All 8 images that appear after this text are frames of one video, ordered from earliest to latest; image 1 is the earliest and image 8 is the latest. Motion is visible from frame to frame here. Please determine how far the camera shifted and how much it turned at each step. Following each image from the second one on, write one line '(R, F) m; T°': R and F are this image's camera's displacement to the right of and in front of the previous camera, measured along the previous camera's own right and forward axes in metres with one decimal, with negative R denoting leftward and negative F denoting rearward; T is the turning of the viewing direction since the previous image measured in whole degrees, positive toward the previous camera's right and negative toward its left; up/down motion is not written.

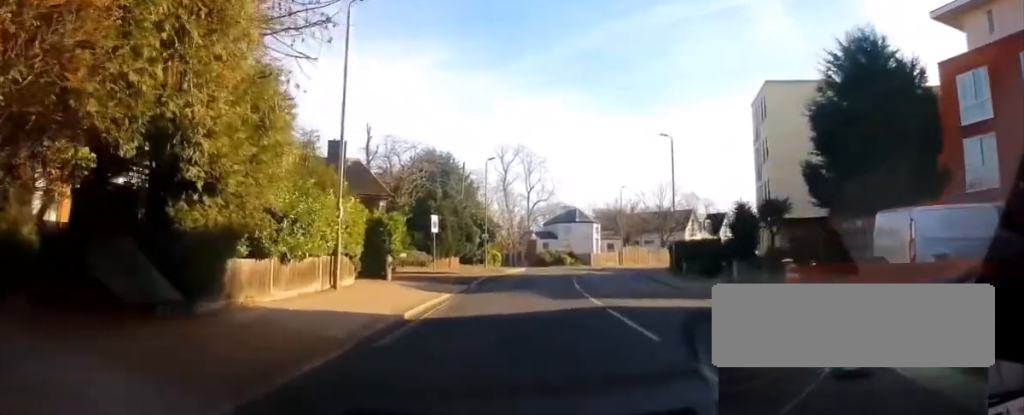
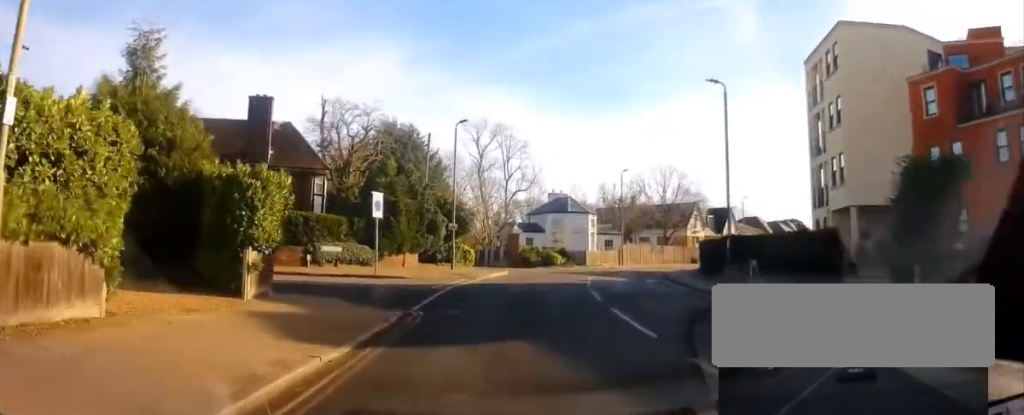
(+0.5, +11.6) m; +3°
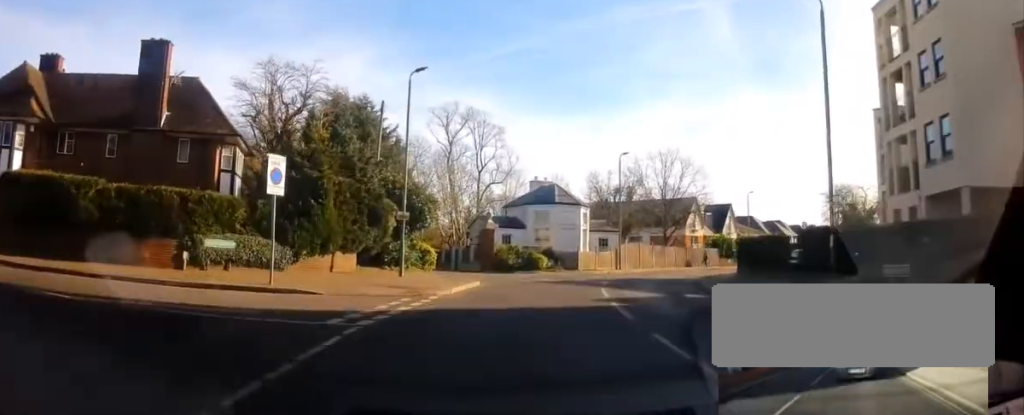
(+0.1, +9.7) m; +3°
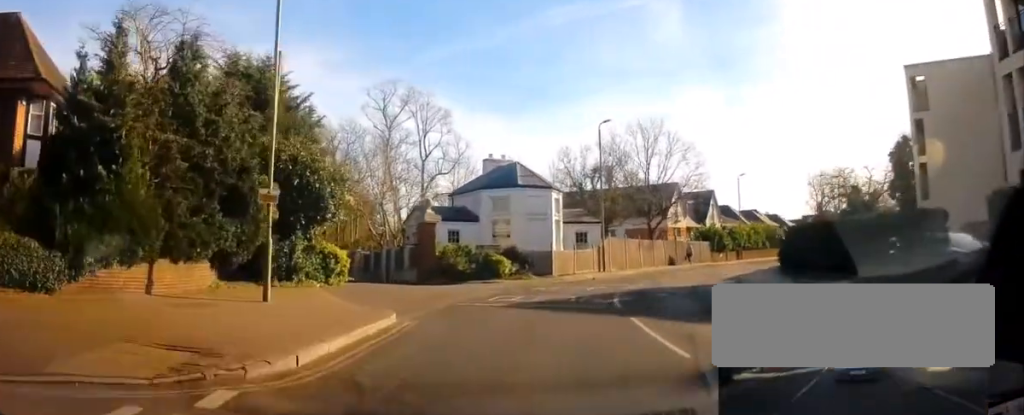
(+0.4, +10.2) m; +4°
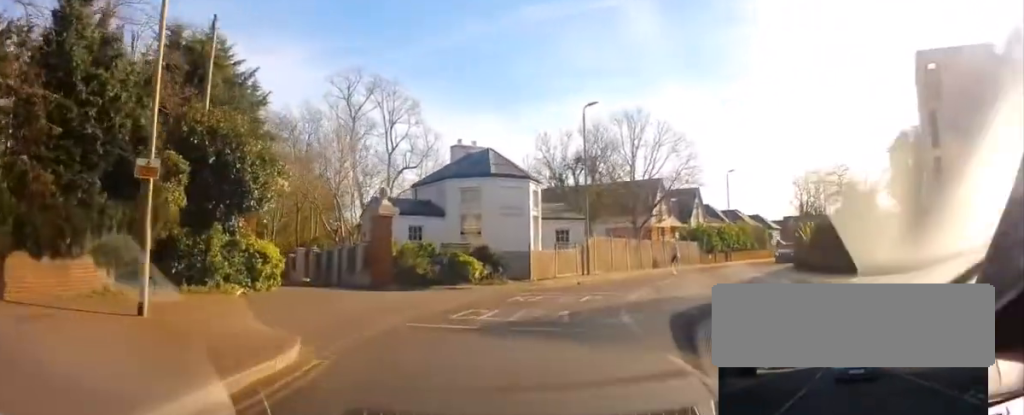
(+0.1, +4.1) m; +2°
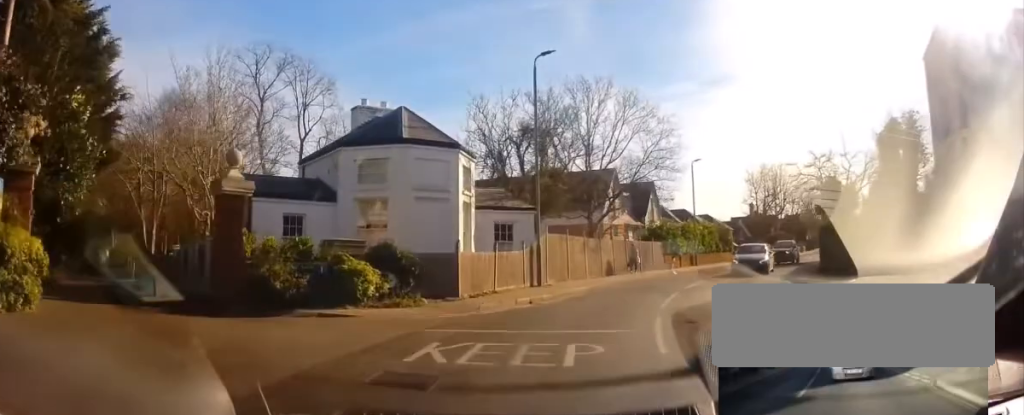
(-0.1, +7.8) m; +4°
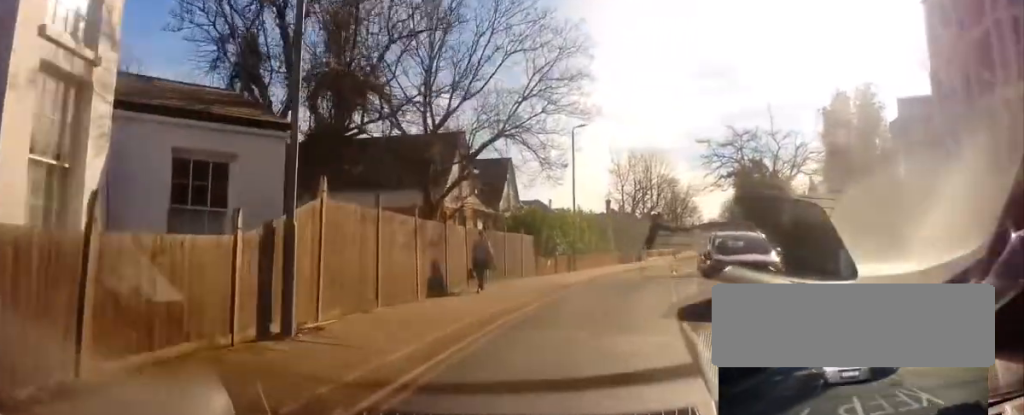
(+2.1, +13.6) m; +16°
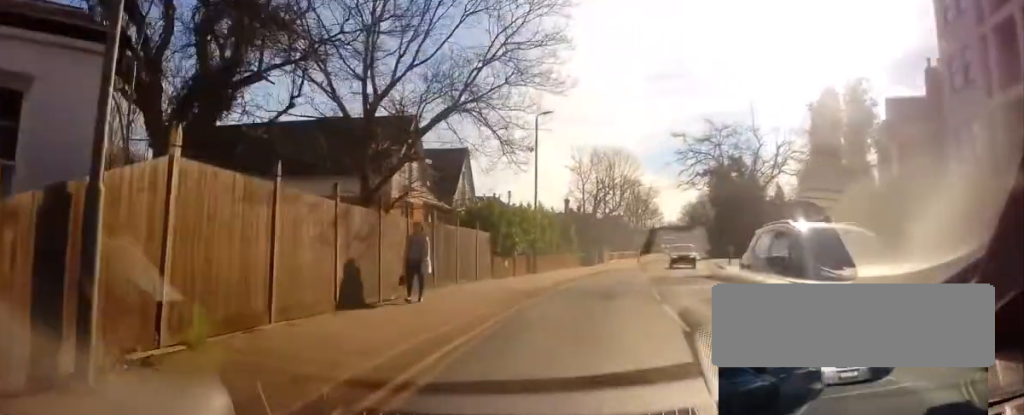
(0.0, +3.4) m; +4°
